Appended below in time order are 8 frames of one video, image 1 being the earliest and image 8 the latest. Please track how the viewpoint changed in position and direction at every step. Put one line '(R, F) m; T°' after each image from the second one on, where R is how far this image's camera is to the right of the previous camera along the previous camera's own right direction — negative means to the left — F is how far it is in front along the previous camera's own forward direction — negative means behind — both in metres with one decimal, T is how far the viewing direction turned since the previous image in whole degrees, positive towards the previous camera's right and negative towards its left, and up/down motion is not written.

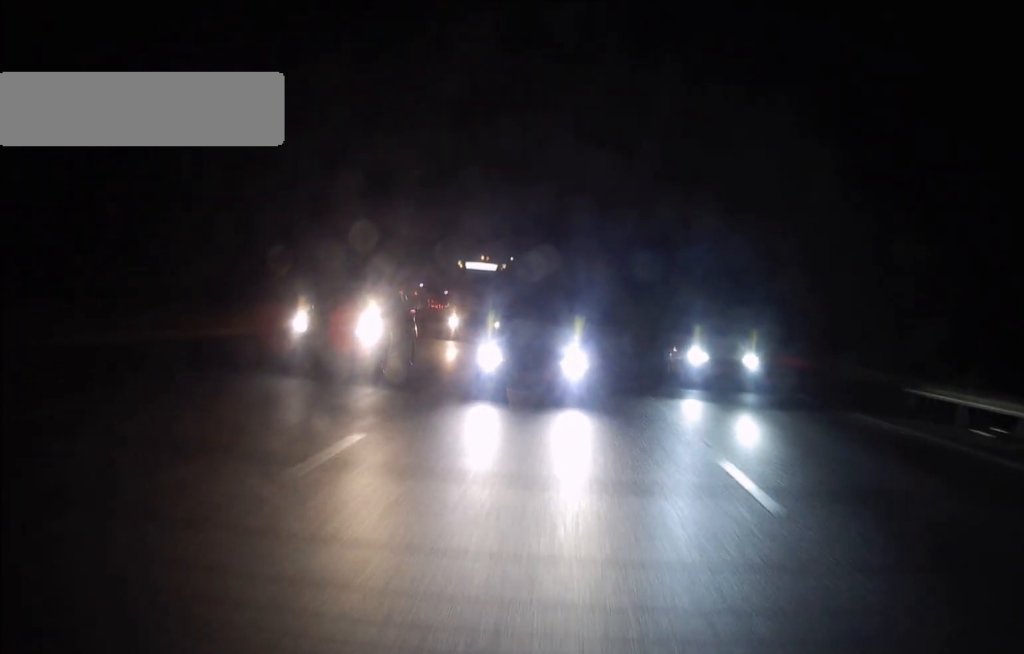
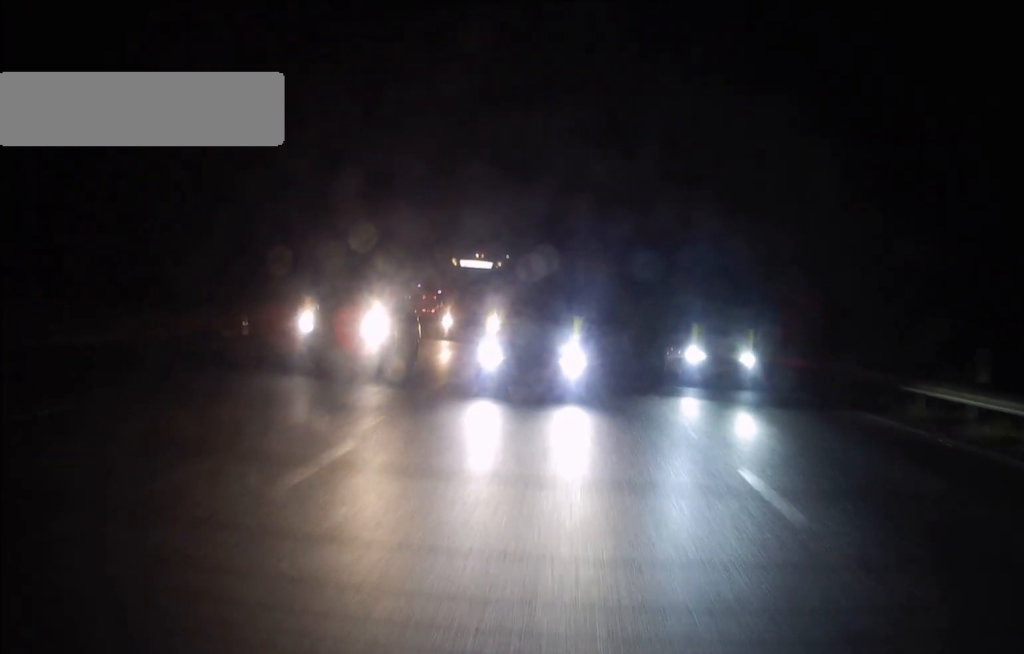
(+0.1, +18.0) m; +1°
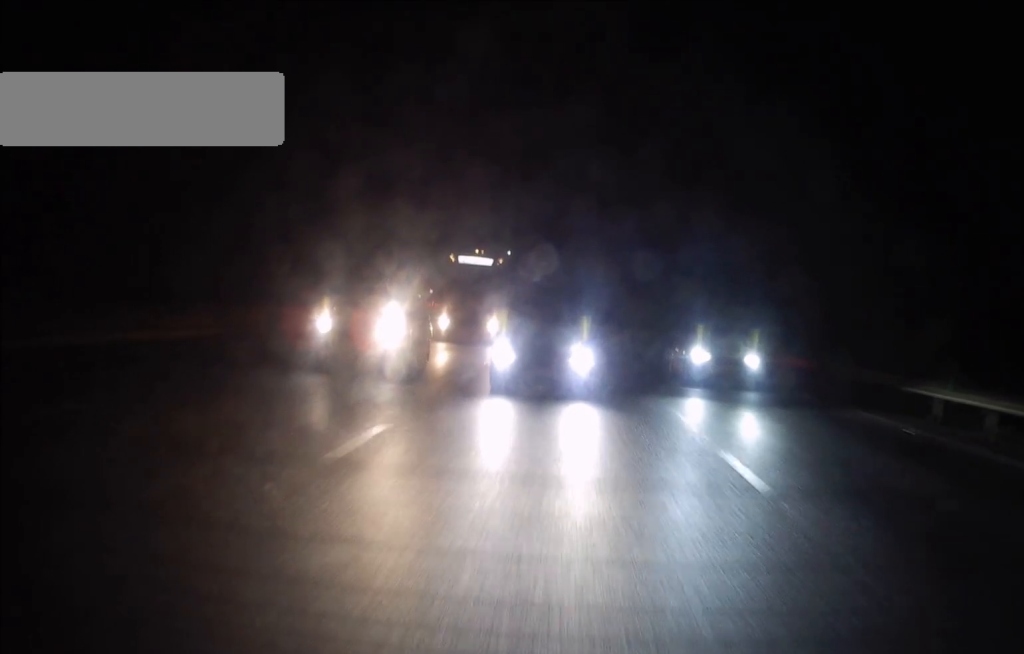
(+0.6, +37.3) m; +1°
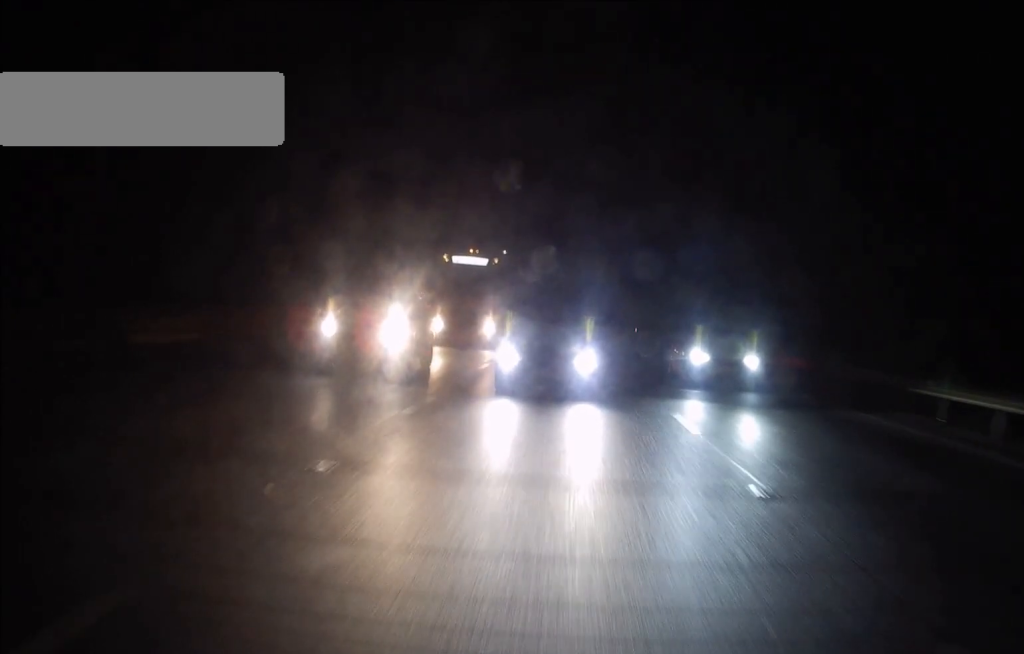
(0.0, +21.5) m; 0°
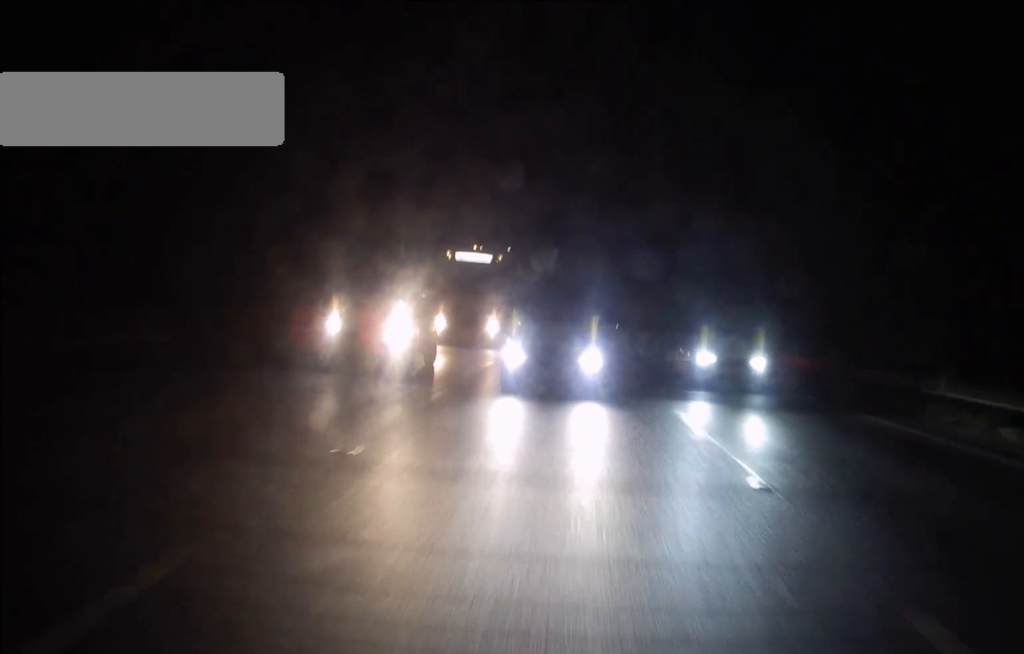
(0.0, +19.4) m; +2°
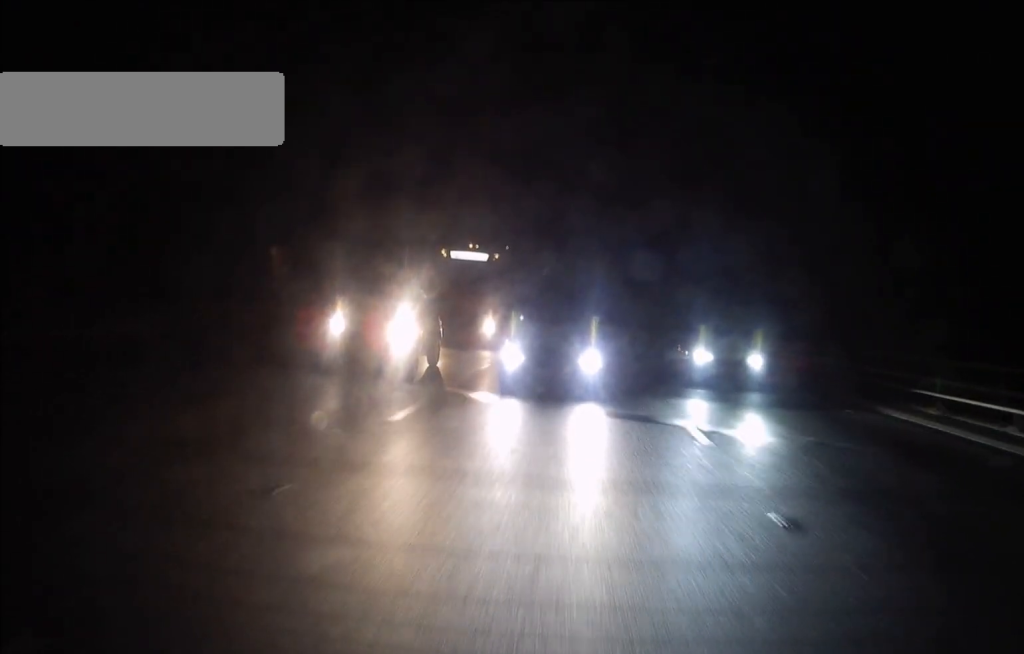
(+0.7, +34.5) m; +1°
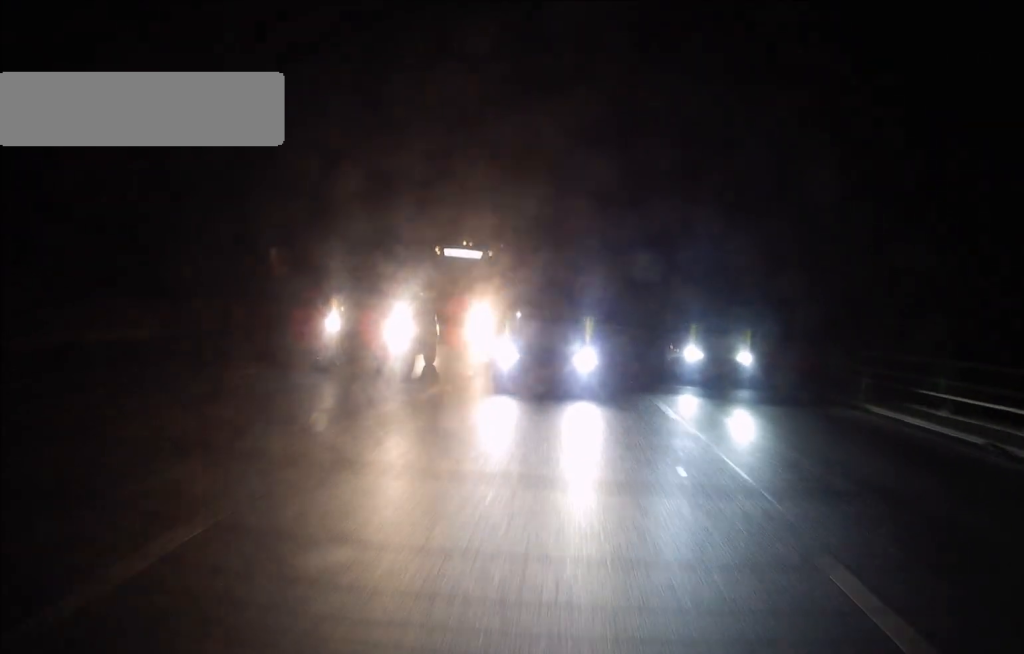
(-0.2, +11.1) m; 0°
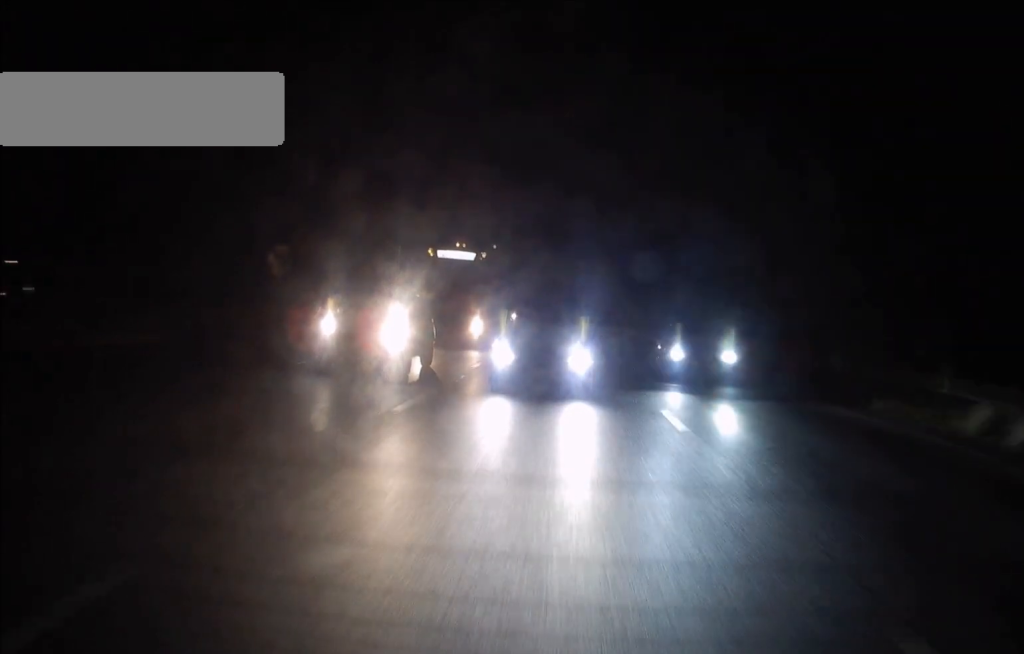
(+0.4, +17.2) m; +1°
